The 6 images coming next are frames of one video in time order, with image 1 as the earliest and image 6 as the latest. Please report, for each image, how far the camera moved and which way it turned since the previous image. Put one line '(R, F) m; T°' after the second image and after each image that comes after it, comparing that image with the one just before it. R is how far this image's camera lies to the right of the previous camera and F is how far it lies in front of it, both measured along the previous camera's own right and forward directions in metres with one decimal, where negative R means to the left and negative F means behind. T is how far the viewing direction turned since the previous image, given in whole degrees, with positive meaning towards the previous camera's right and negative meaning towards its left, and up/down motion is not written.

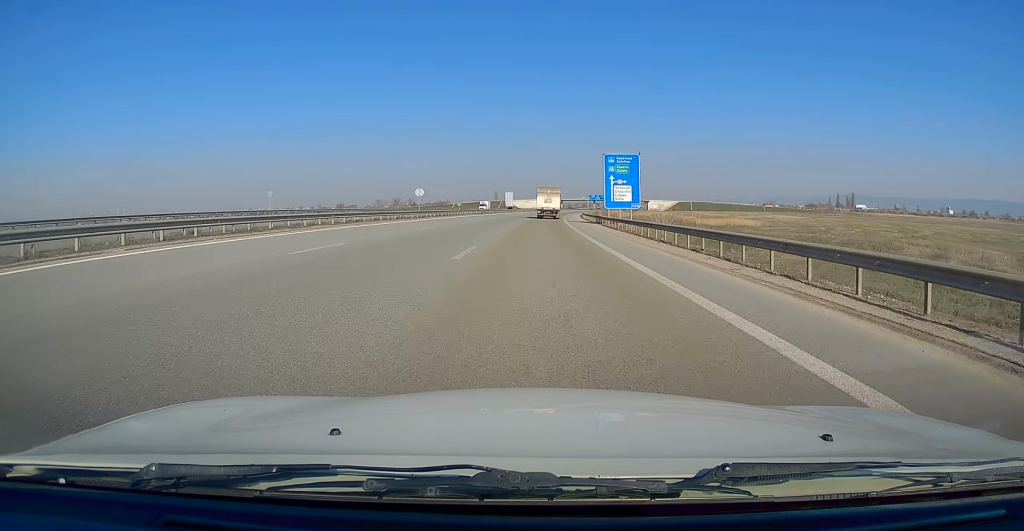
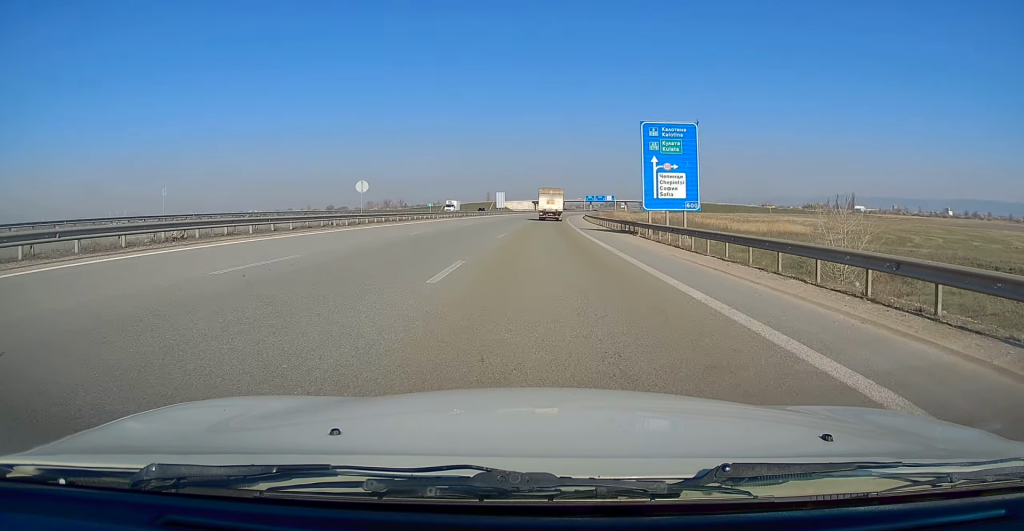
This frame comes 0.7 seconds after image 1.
(+0.1, +20.0) m; +1°
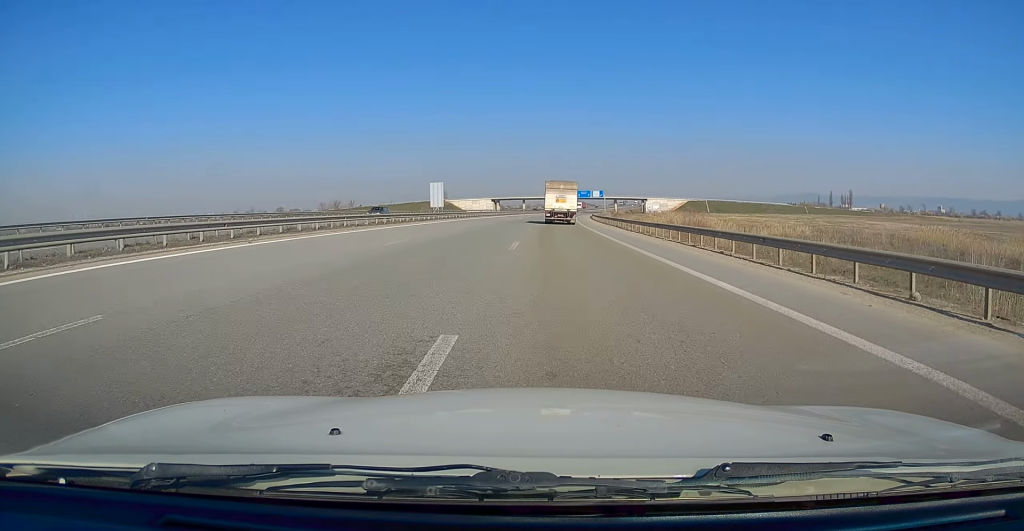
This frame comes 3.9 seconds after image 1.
(+2.2, +87.2) m; +3°
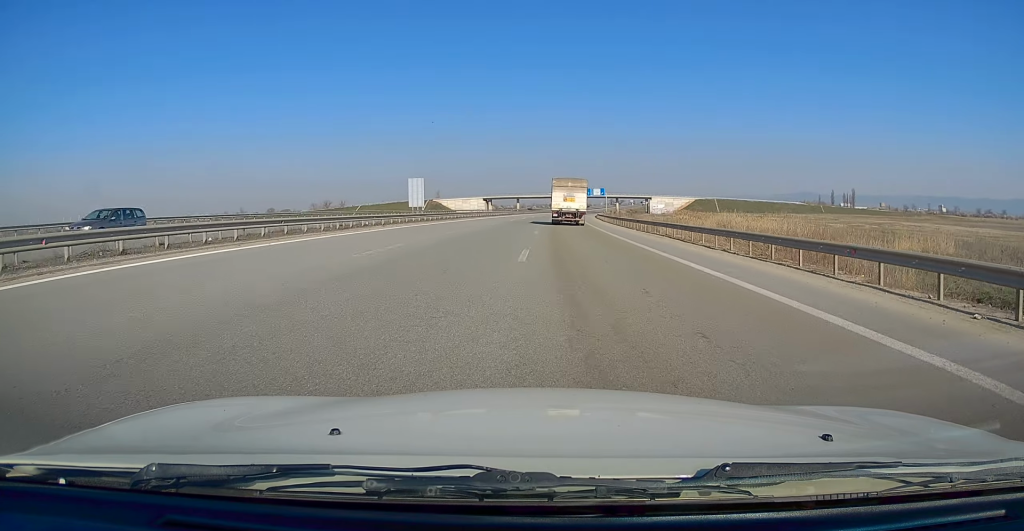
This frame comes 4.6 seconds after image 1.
(-0.1, +20.3) m; 0°
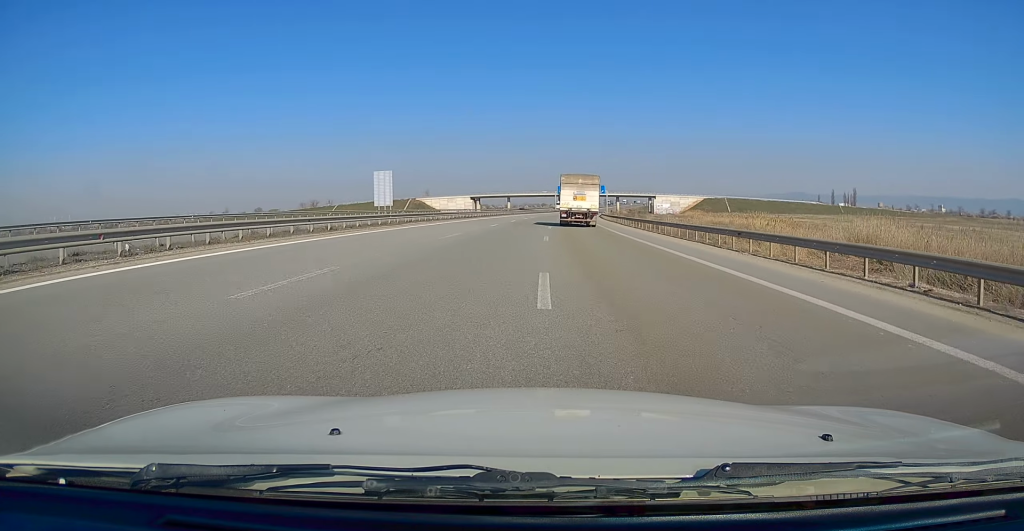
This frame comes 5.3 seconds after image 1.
(+0.2, +22.4) m; +1°
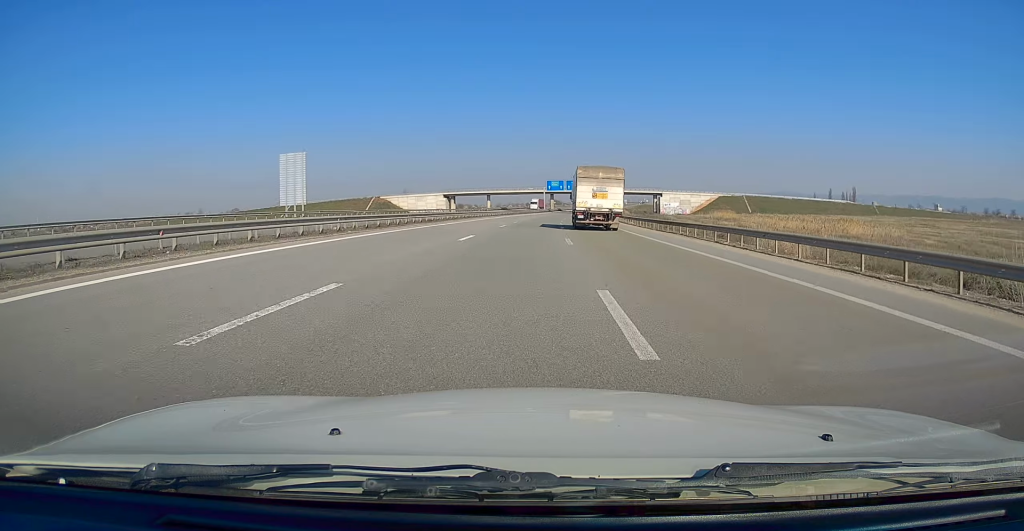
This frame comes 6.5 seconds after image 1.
(+0.6, +34.5) m; +2°
